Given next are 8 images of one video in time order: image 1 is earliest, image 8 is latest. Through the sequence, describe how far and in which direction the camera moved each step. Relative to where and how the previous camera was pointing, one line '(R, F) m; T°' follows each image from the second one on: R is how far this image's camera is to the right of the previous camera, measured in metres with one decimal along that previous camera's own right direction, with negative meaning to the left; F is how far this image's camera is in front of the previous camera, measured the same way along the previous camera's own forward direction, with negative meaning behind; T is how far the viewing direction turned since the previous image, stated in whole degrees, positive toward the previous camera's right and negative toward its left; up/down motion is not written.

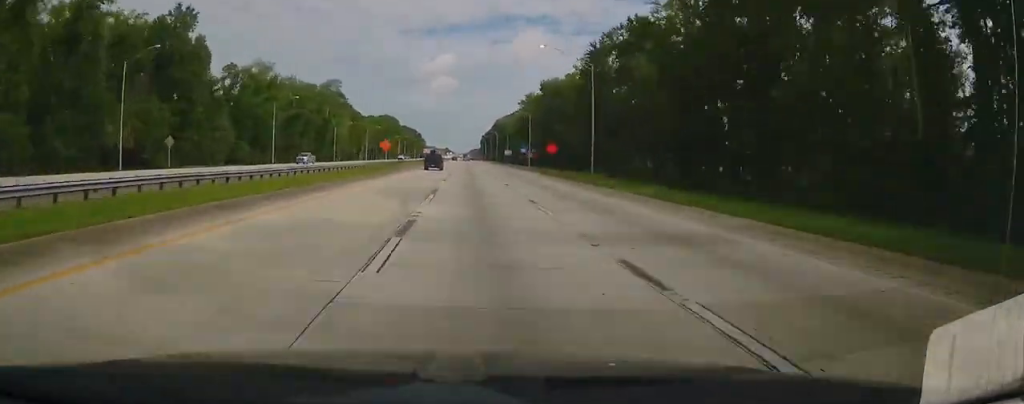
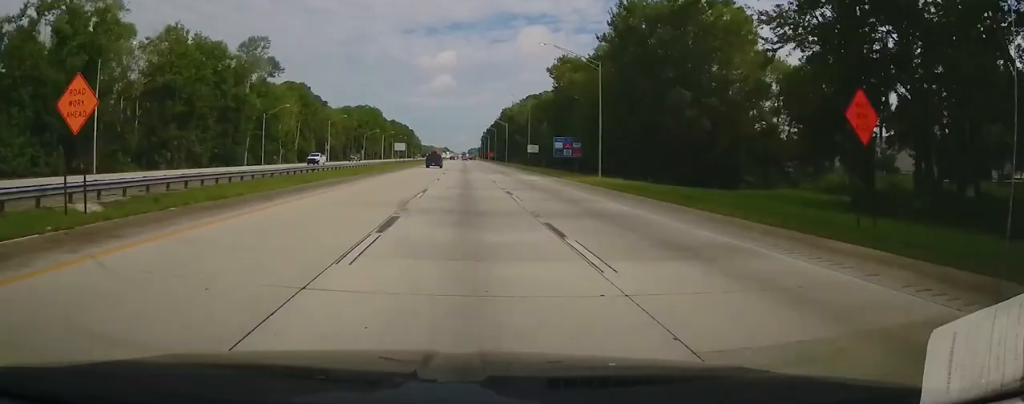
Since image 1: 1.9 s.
(0.0, +59.5) m; 0°
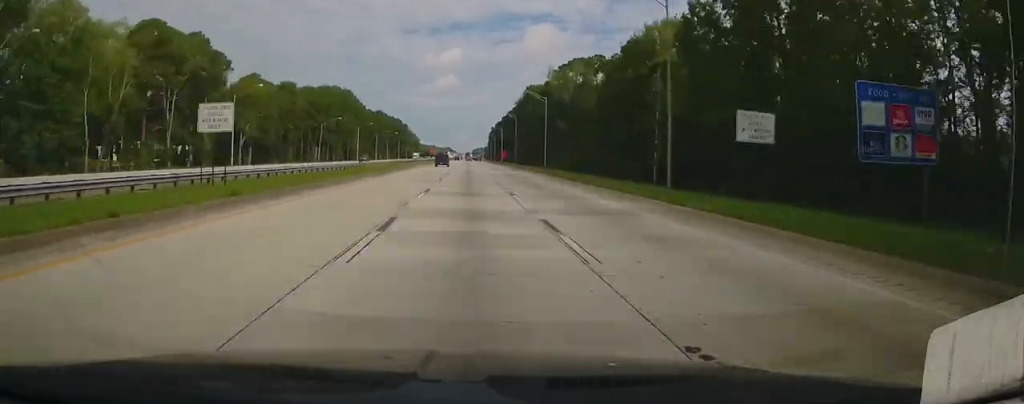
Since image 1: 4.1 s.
(-0.1, +72.1) m; 0°
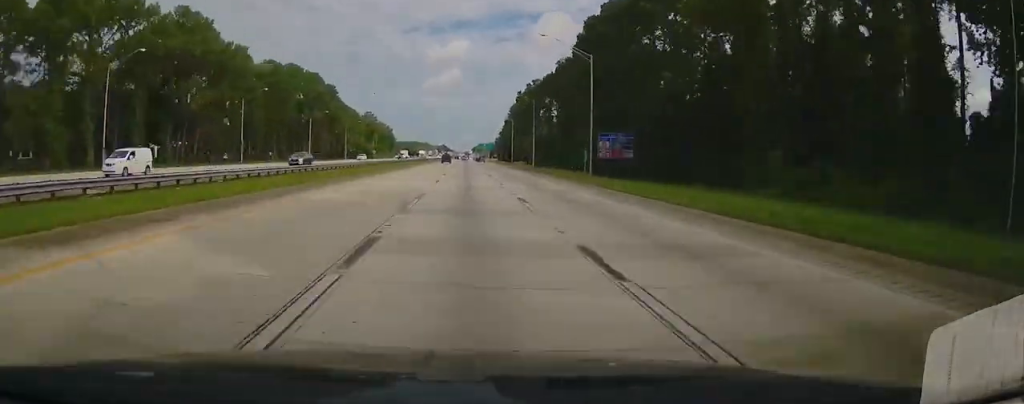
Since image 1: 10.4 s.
(-0.1, +197.6) m; 0°
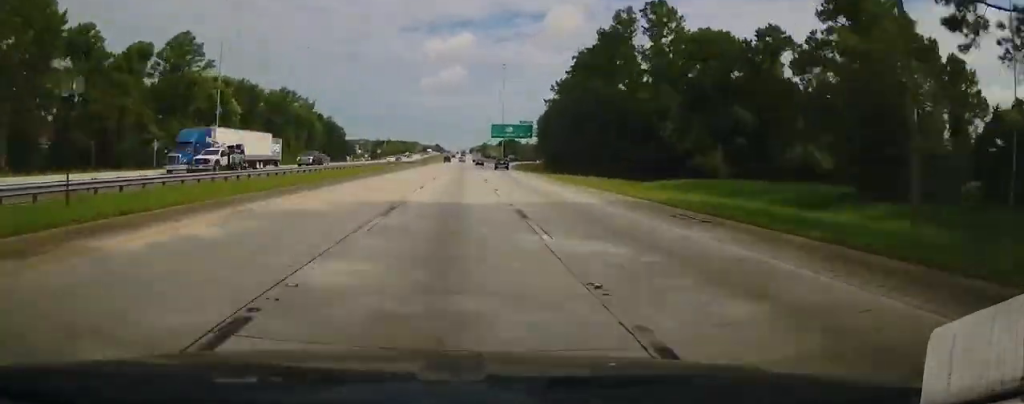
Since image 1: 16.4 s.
(-0.4, +188.8) m; 0°
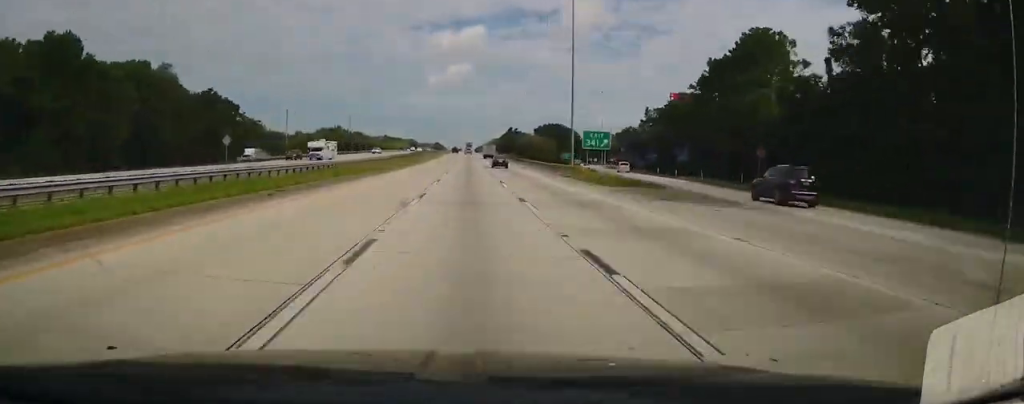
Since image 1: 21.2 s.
(-0.6, +152.3) m; 0°
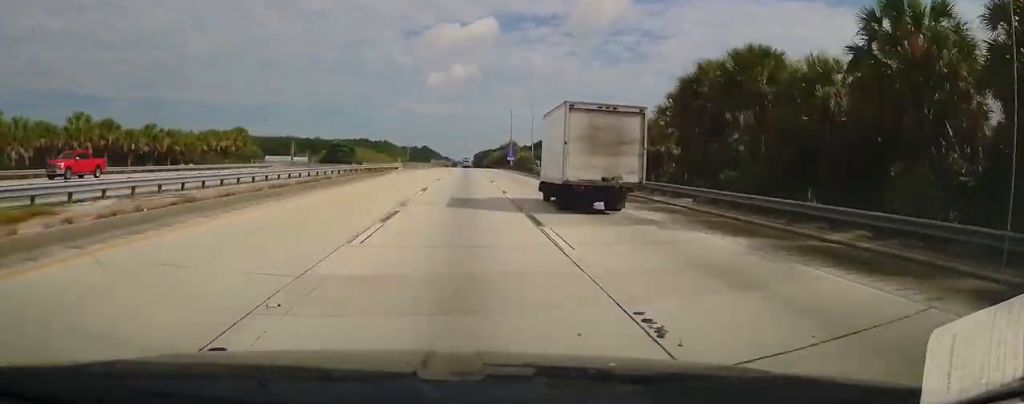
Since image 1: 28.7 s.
(+1.0, +235.4) m; 0°
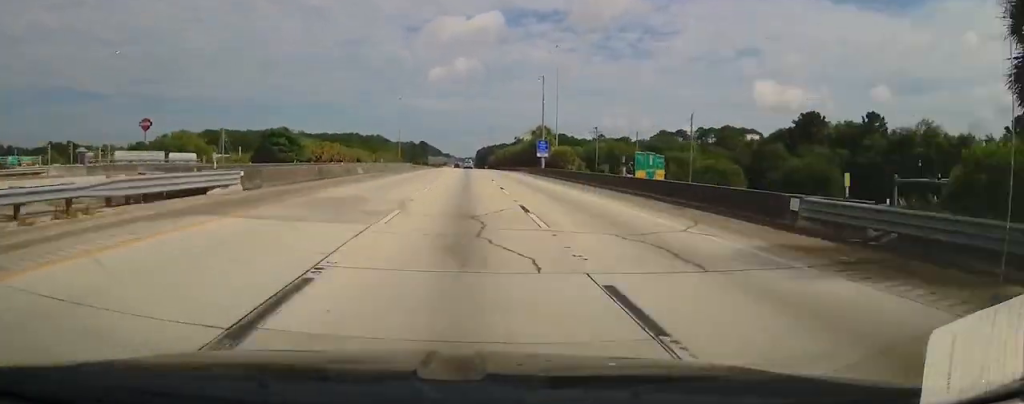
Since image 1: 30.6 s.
(+0.4, +58.5) m; 0°
